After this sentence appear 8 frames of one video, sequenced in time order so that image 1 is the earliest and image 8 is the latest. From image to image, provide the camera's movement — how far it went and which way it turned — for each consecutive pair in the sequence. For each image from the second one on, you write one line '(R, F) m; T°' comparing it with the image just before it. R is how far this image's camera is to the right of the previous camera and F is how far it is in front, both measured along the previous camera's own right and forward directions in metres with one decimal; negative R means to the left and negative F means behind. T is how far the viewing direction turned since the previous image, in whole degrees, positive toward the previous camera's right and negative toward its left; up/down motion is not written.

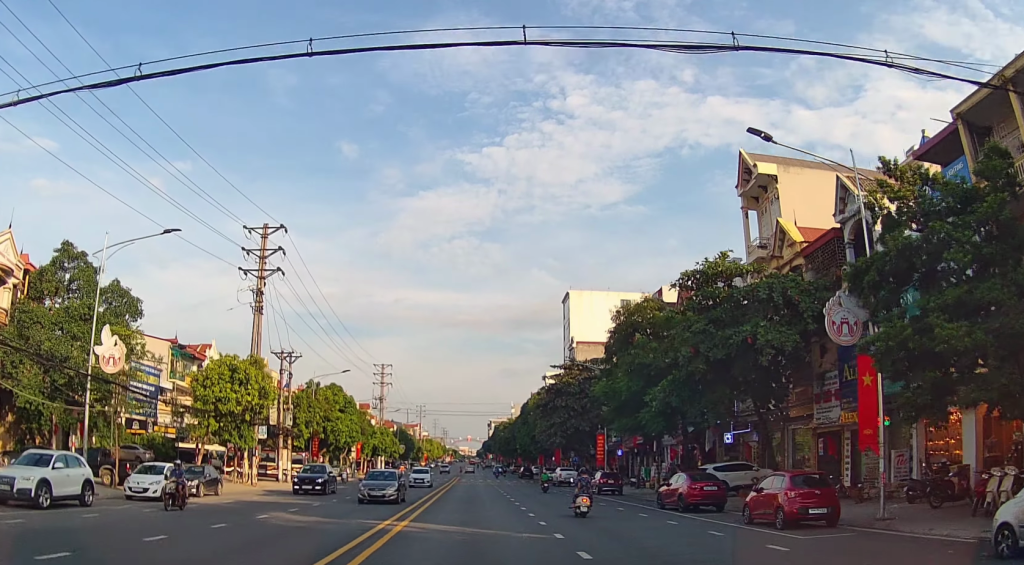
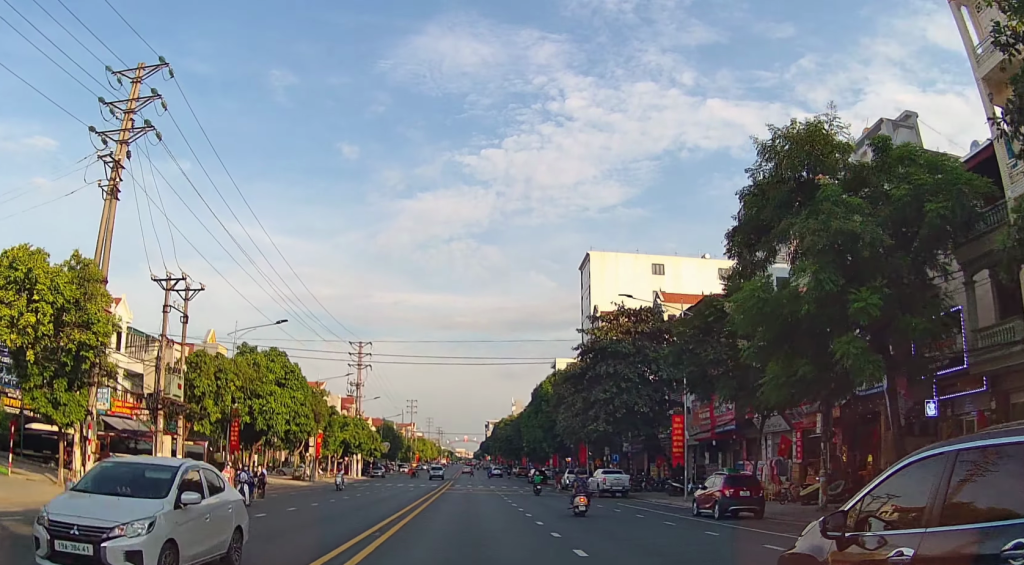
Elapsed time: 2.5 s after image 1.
(-0.2, +23.7) m; -2°
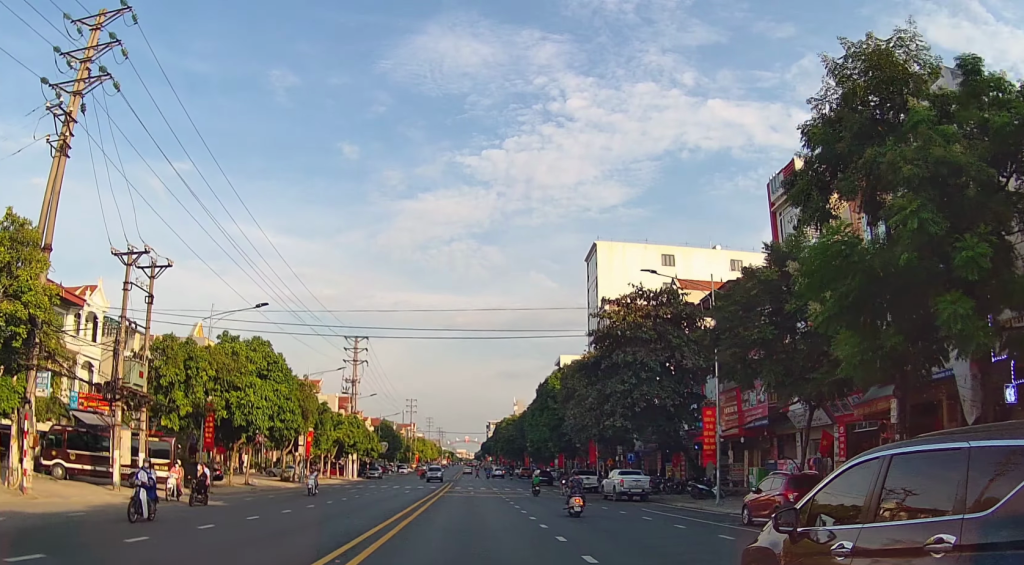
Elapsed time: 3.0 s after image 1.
(0.0, +5.0) m; -1°
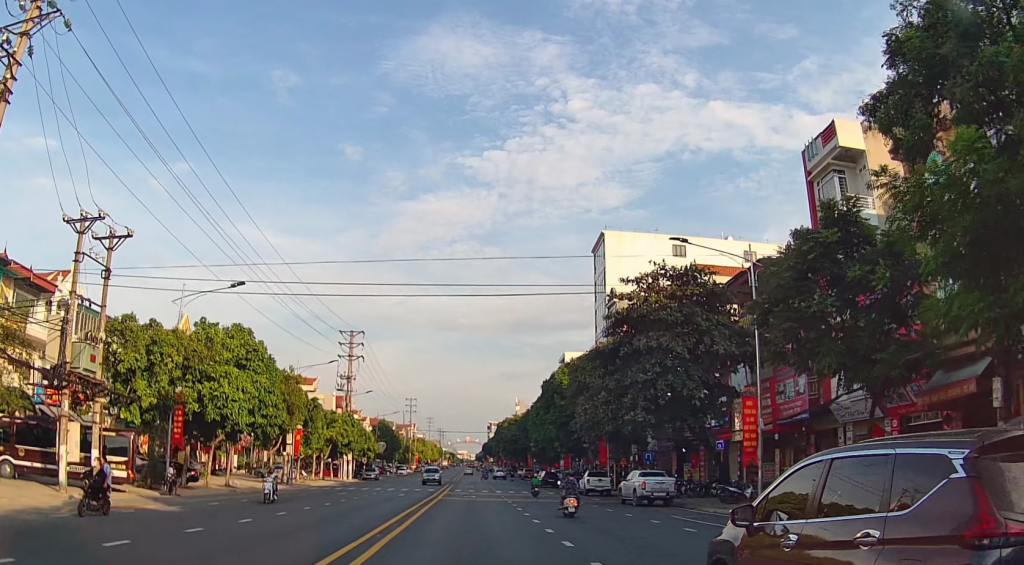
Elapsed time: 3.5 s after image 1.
(0.0, +5.0) m; -1°
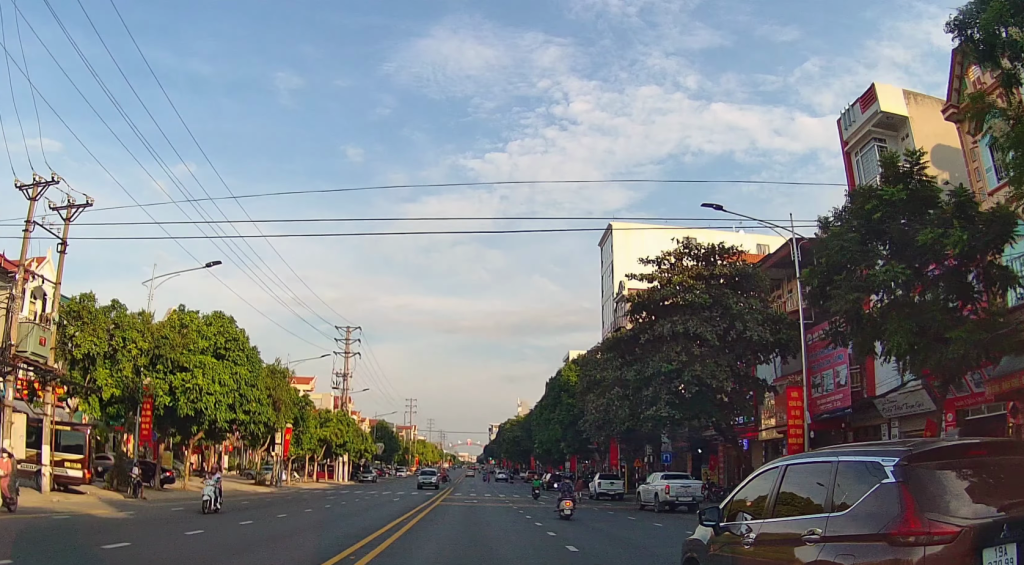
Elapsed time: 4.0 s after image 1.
(0.0, +4.1) m; 0°
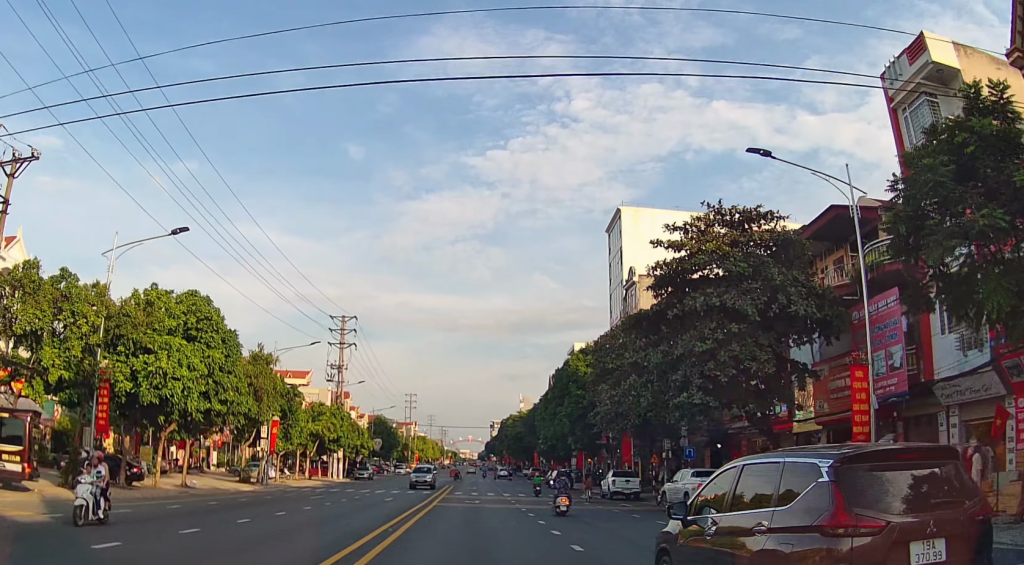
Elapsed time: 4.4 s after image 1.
(-0.1, +4.4) m; 0°
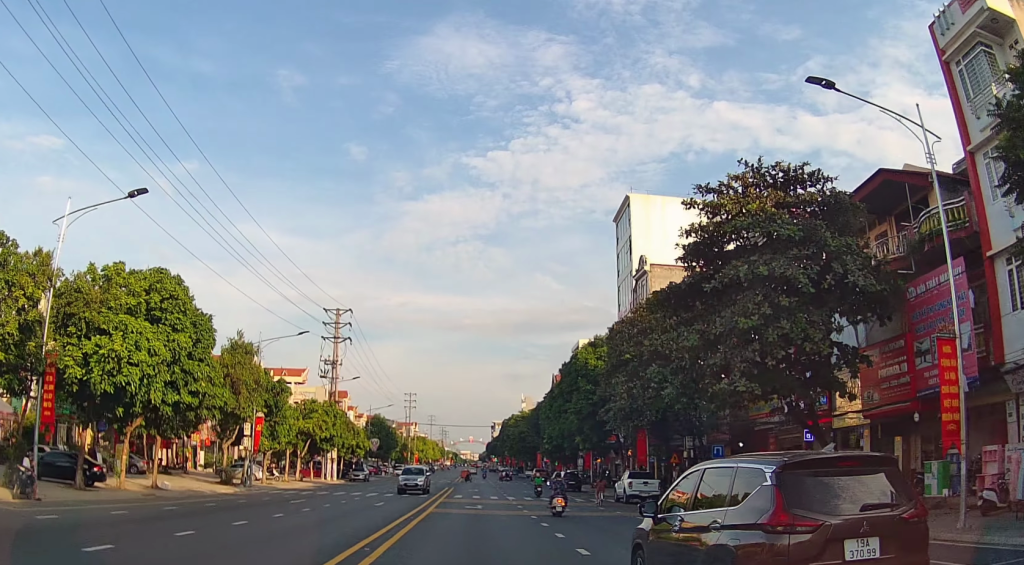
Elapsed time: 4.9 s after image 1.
(0.0, +4.7) m; 0°
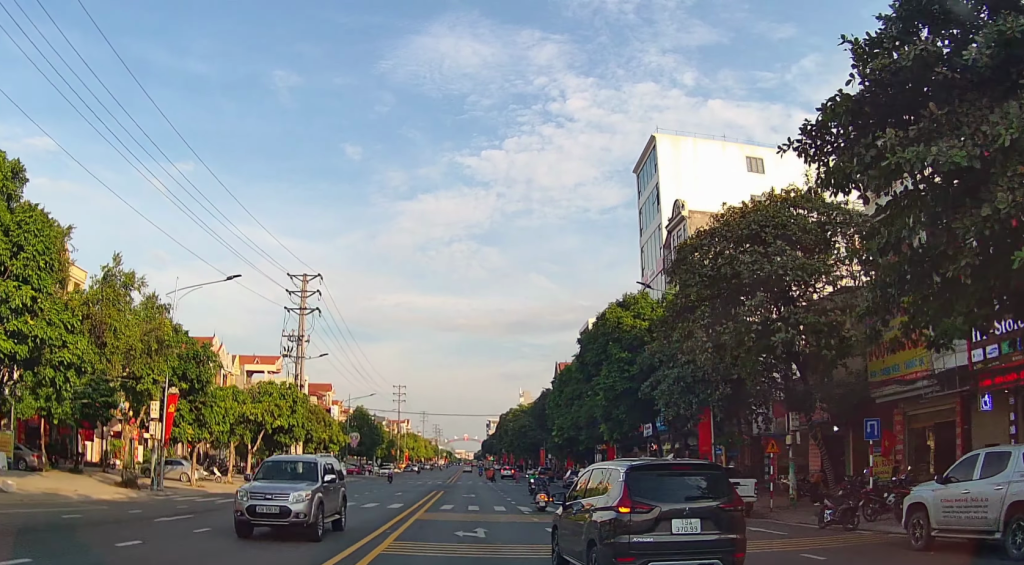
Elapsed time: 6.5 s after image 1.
(+0.2, +15.0) m; +1°
